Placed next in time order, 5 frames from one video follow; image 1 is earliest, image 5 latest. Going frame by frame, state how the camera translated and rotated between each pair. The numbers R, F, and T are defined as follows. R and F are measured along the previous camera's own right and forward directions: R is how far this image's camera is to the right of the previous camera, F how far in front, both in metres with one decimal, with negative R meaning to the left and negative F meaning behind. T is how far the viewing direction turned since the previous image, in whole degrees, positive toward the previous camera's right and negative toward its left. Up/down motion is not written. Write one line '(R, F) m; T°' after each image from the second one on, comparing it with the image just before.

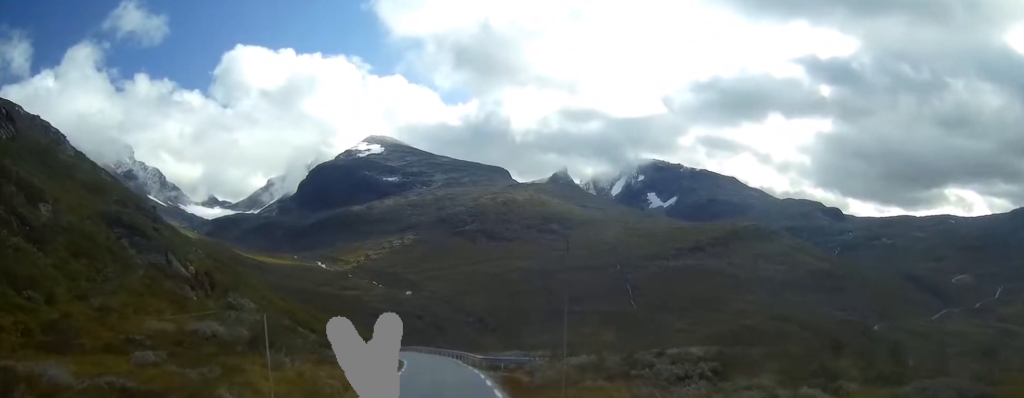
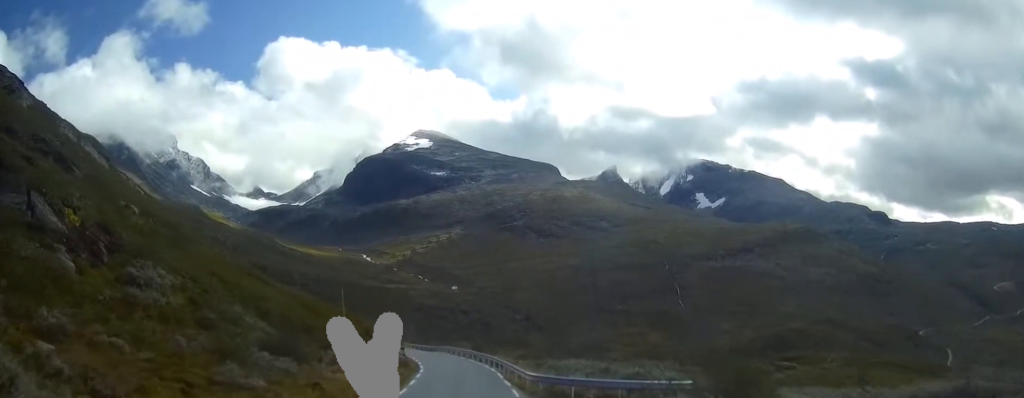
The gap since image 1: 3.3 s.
(-1.0, +22.2) m; -2°
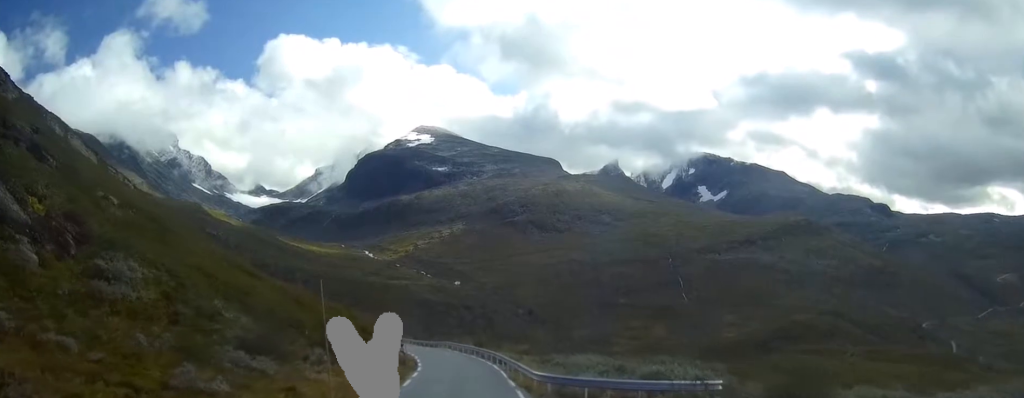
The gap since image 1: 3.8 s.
(0.0, +3.4) m; -1°
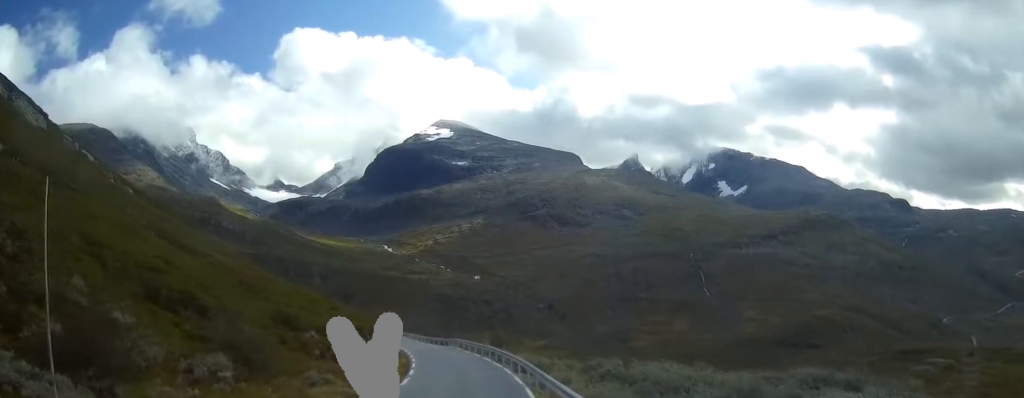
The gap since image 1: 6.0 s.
(-0.3, +15.1) m; 0°
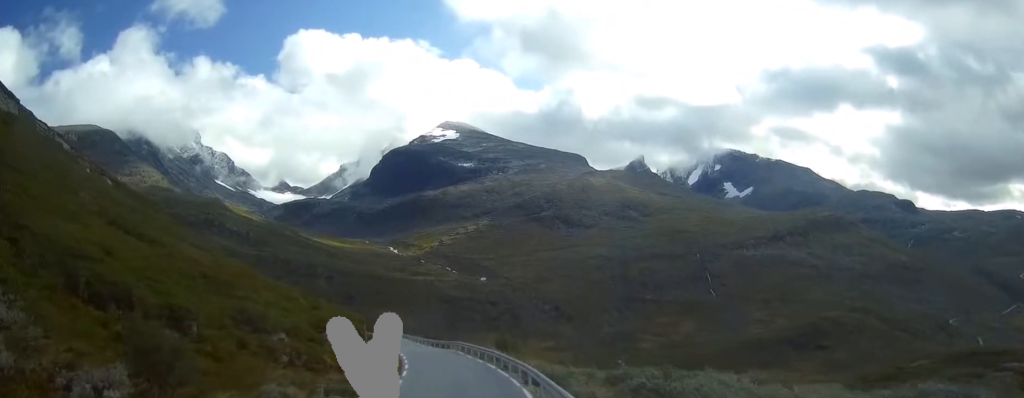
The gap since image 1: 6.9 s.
(+0.1, +6.3) m; +1°
